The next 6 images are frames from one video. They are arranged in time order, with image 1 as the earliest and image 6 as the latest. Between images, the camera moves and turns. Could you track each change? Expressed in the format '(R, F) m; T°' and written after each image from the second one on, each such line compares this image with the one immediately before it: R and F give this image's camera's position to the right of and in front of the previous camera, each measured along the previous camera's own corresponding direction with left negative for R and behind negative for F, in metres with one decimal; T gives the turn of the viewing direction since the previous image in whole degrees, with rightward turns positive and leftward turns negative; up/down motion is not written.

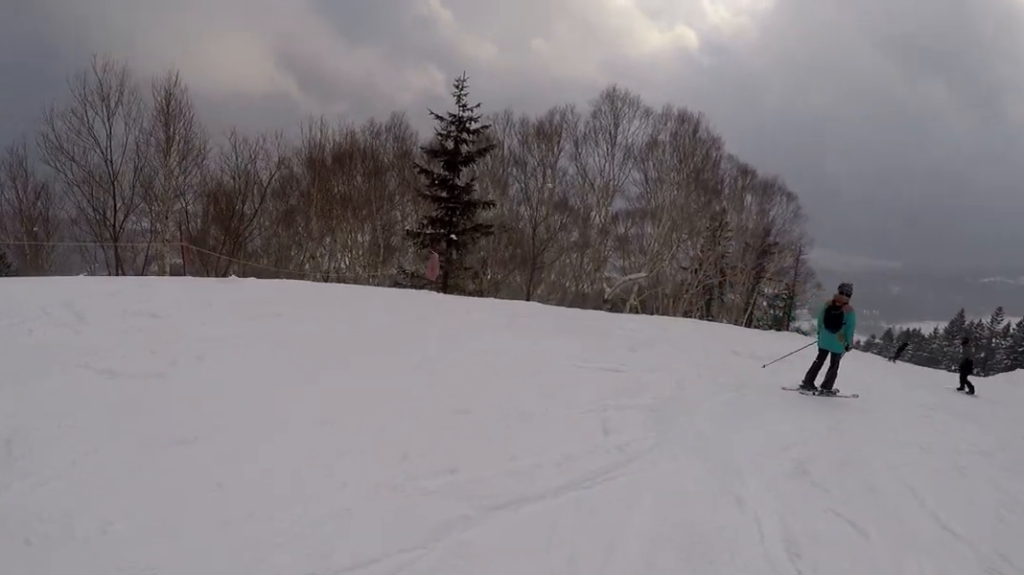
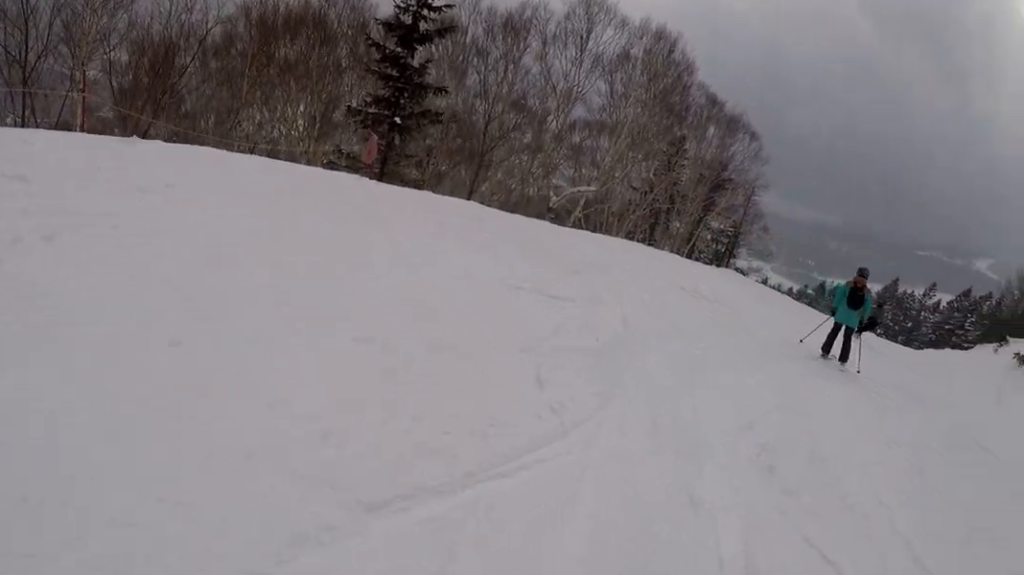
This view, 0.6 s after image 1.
(-0.1, +1.1) m; +3°
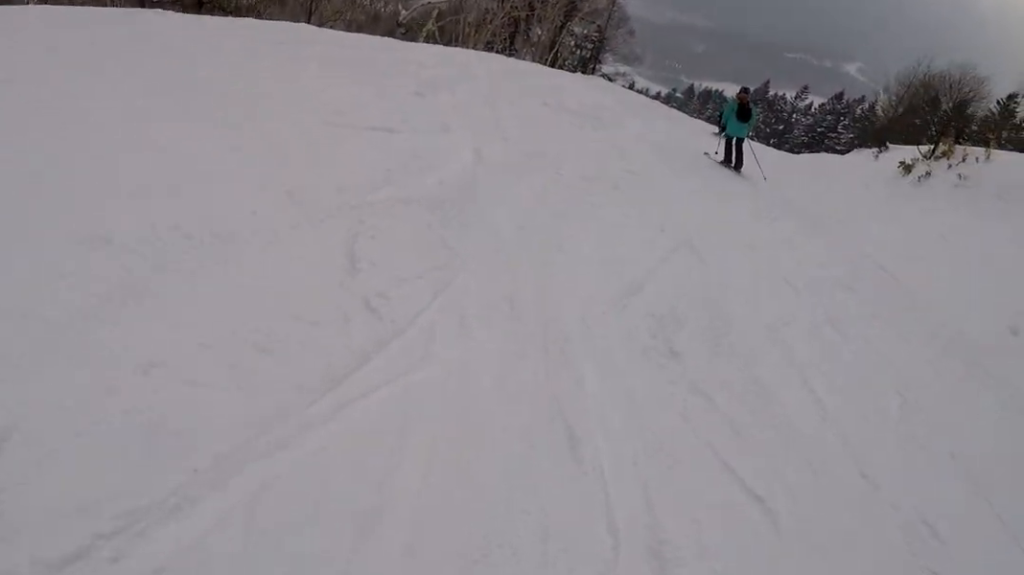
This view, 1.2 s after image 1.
(-0.1, +1.0) m; +23°
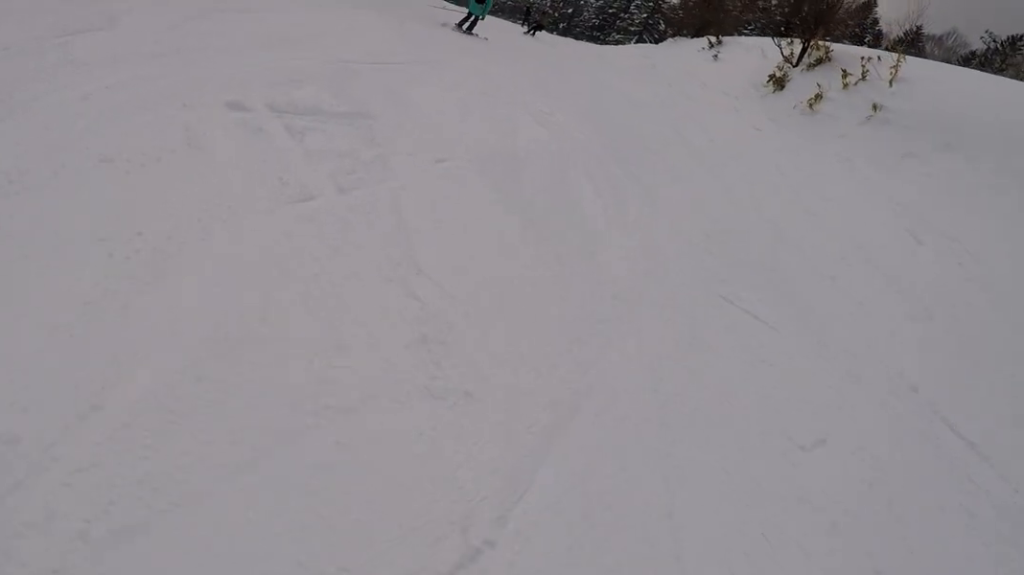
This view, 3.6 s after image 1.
(+0.9, +6.2) m; +1°
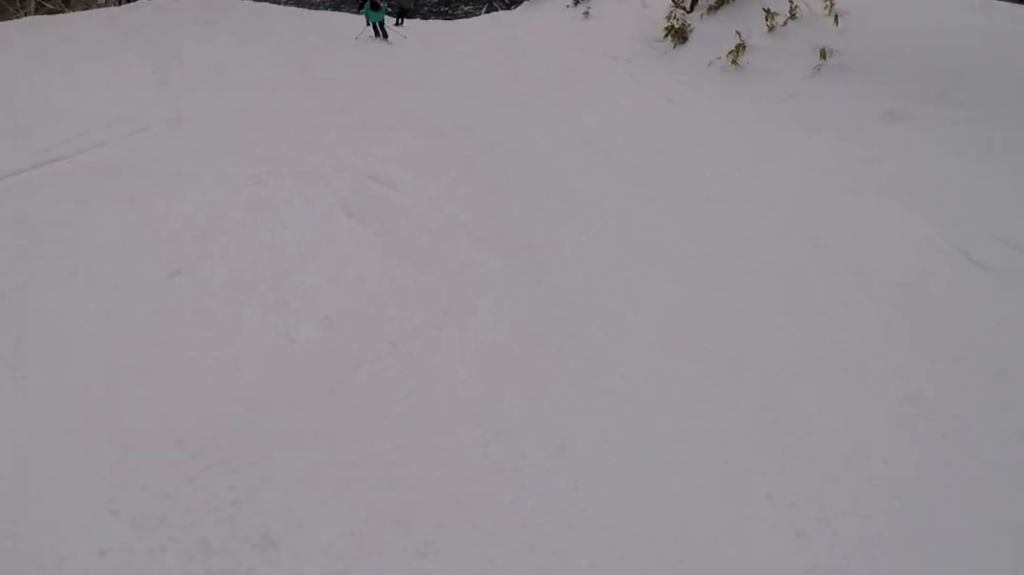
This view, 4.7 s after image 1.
(+0.5, +3.7) m; +30°
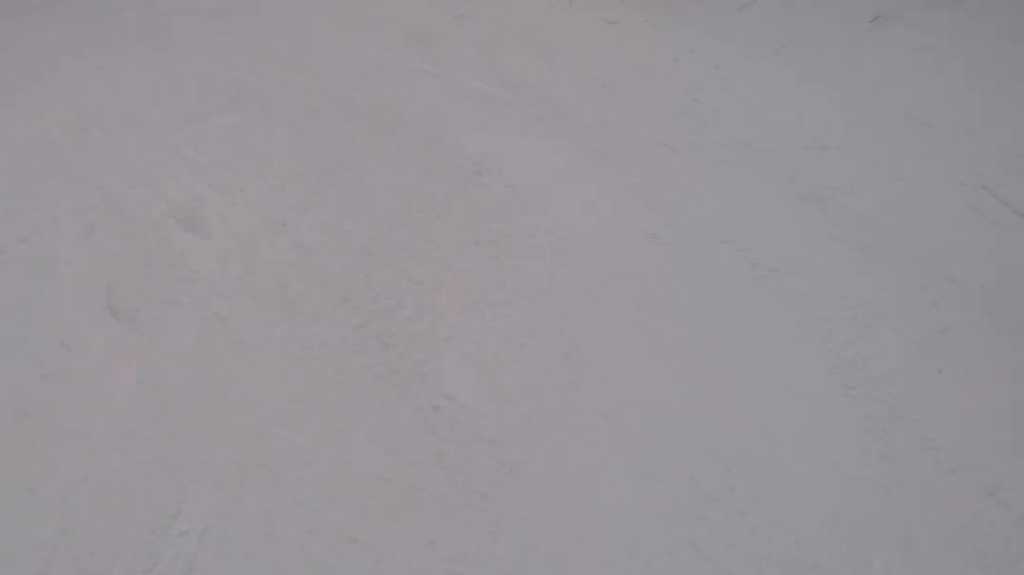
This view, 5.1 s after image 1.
(+0.6, +1.8) m; +11°
